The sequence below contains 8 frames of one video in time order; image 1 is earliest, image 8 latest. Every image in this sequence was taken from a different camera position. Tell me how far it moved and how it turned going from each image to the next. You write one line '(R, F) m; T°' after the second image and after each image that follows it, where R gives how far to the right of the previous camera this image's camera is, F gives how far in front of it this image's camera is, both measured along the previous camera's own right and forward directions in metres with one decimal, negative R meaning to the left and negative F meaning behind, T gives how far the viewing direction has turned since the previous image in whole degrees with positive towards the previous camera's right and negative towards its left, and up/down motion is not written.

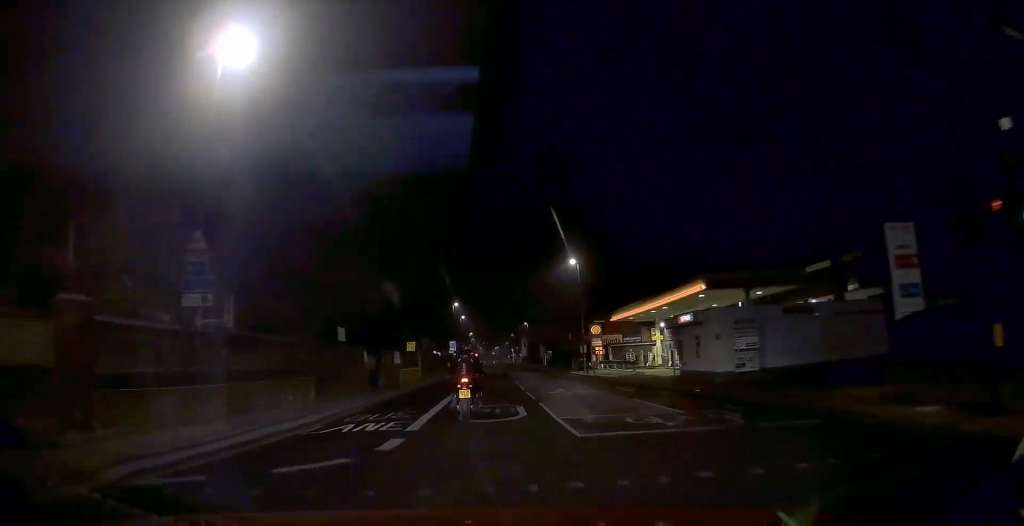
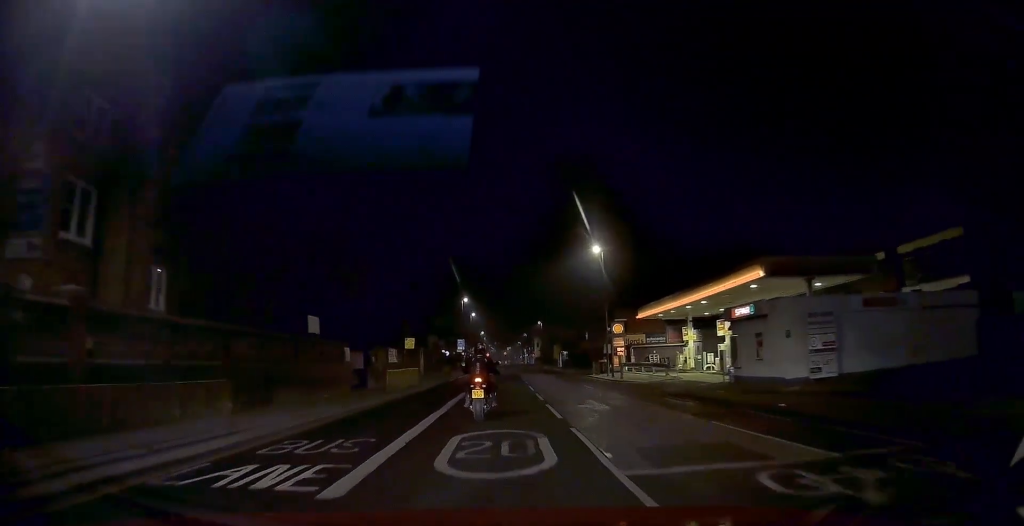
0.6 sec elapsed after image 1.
(-0.1, +5.5) m; -1°
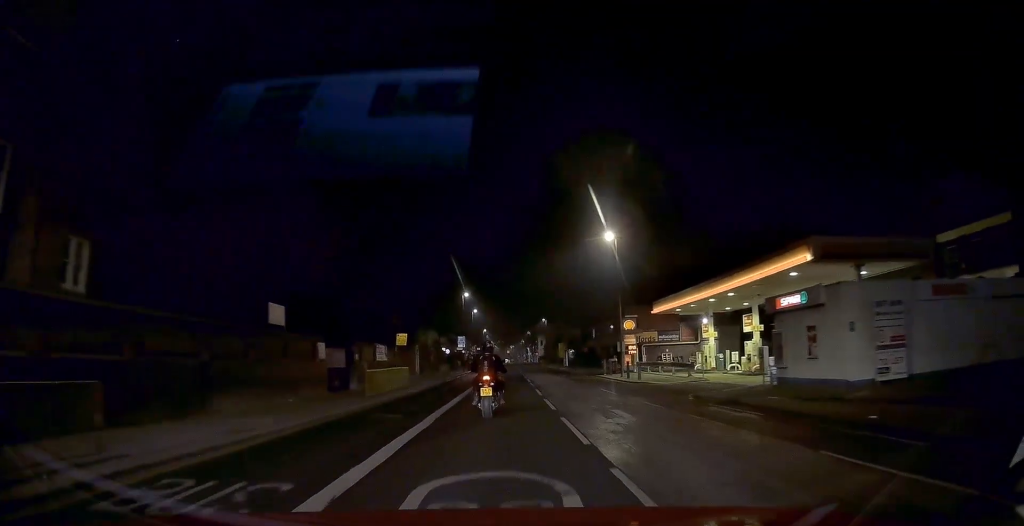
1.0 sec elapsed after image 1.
(0.0, +4.0) m; 0°
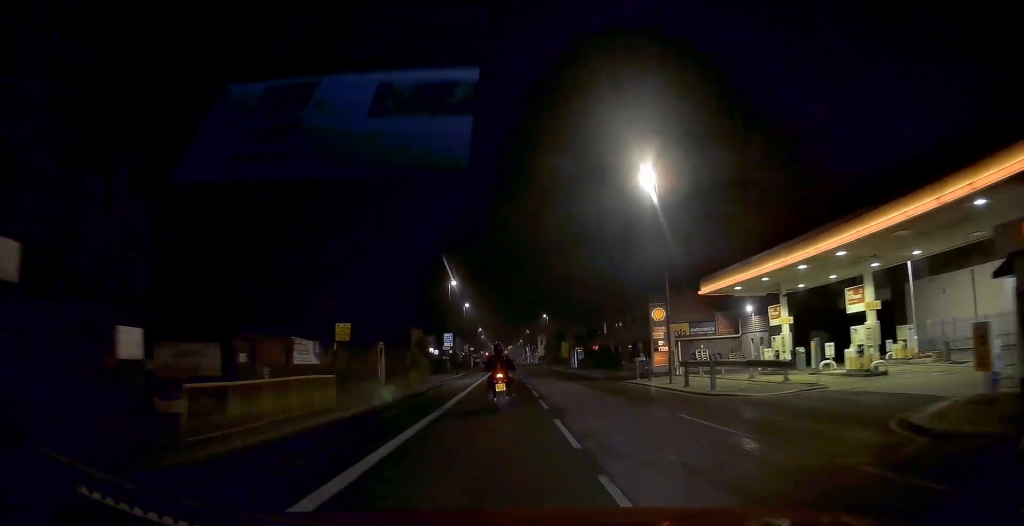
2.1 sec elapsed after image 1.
(-0.1, +11.8) m; -1°
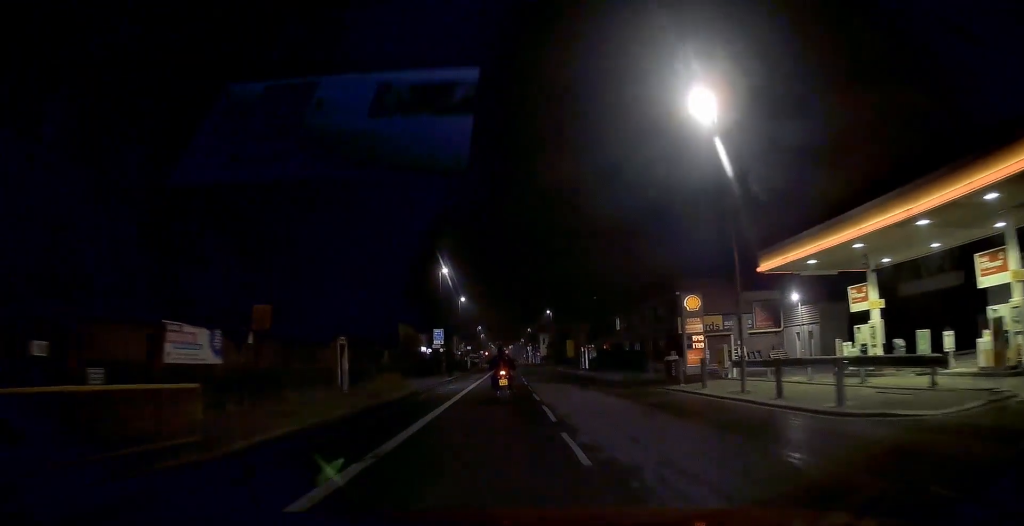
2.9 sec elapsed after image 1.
(-0.1, +8.1) m; -1°
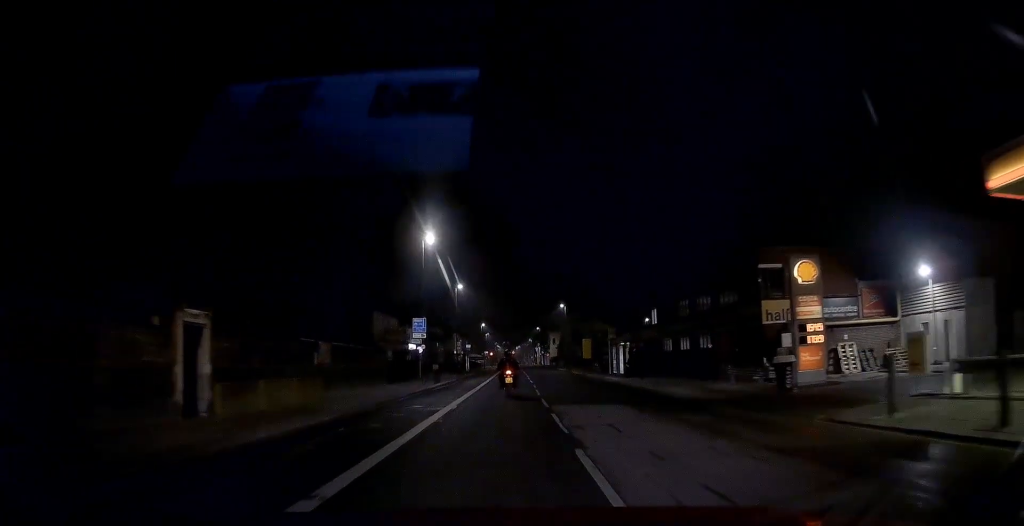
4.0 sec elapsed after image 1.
(-0.1, +13.5) m; 0°
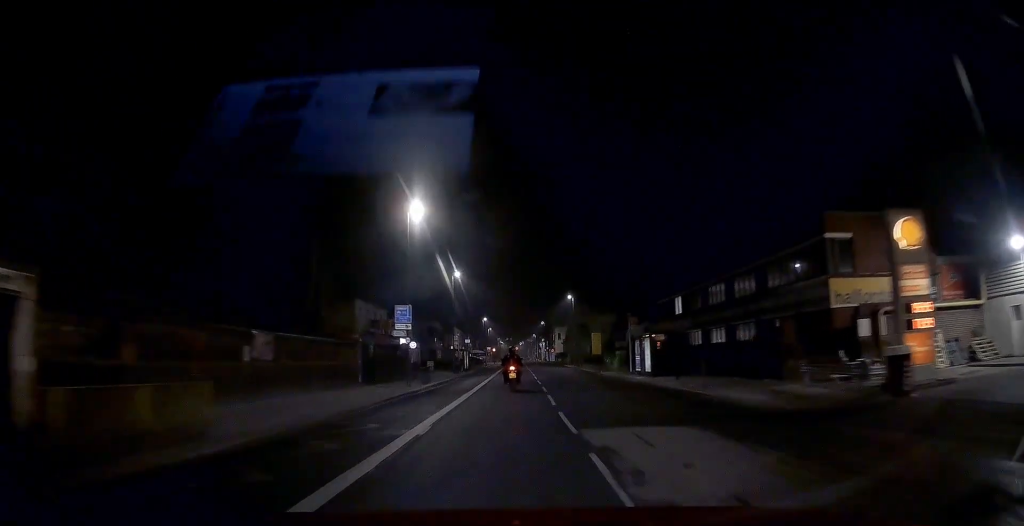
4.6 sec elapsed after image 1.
(0.0, +6.3) m; 0°
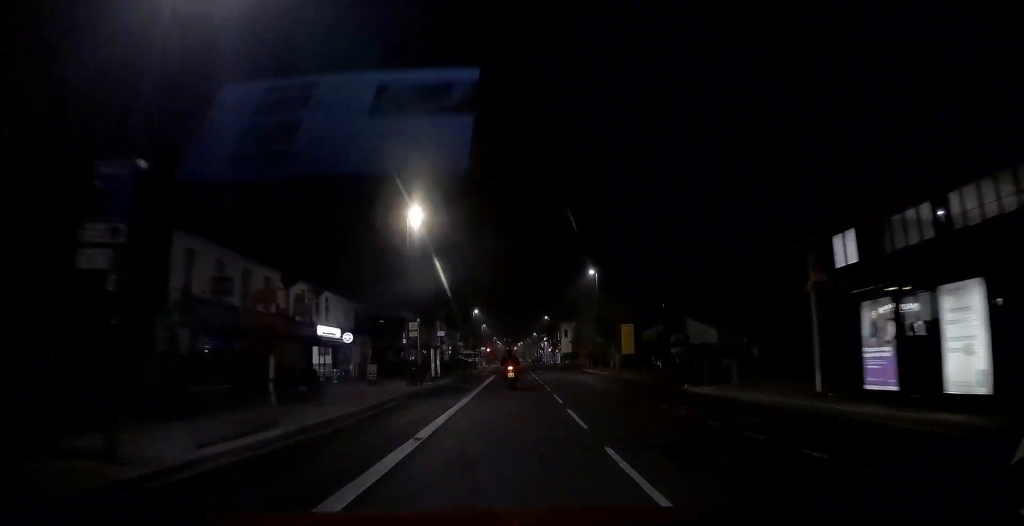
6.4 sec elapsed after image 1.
(-0.2, +23.1) m; -1°
